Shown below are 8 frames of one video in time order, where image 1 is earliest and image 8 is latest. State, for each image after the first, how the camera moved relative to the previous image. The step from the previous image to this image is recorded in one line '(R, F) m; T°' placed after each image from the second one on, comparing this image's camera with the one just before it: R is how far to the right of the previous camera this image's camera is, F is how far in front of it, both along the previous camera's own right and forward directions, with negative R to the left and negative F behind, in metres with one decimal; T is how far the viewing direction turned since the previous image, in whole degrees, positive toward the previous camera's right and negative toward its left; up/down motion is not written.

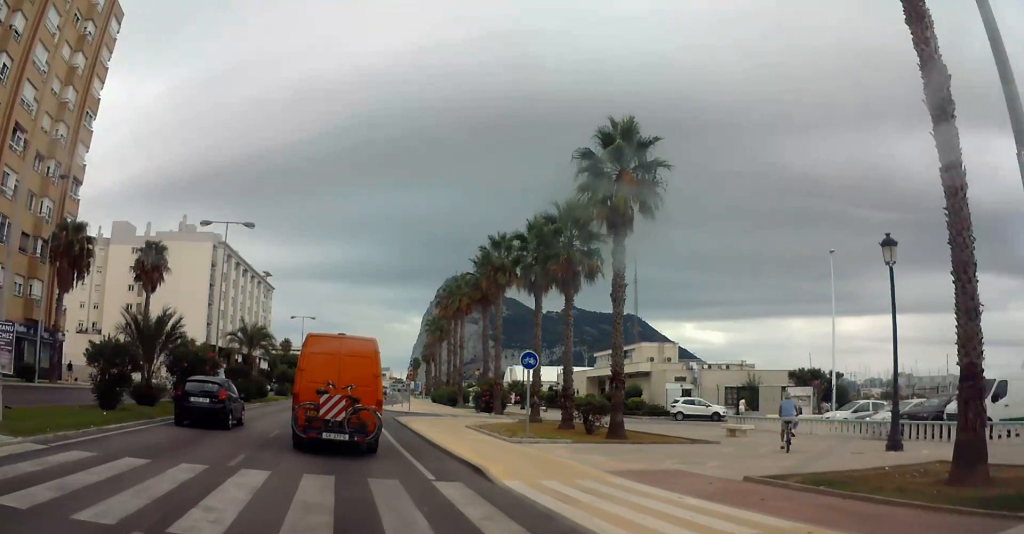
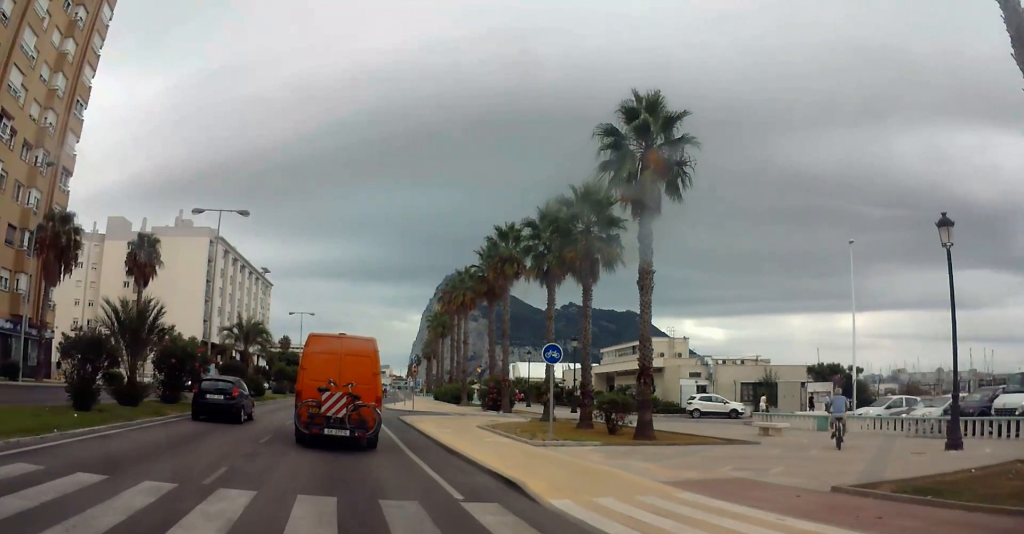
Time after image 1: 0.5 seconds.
(0.0, +2.3) m; +2°
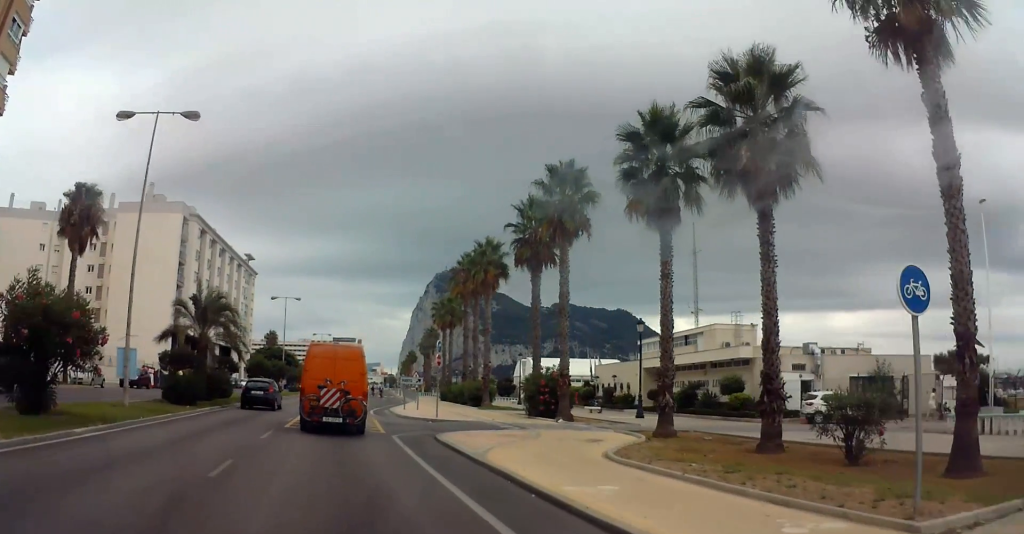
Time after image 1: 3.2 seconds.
(+0.9, +13.4) m; +6°
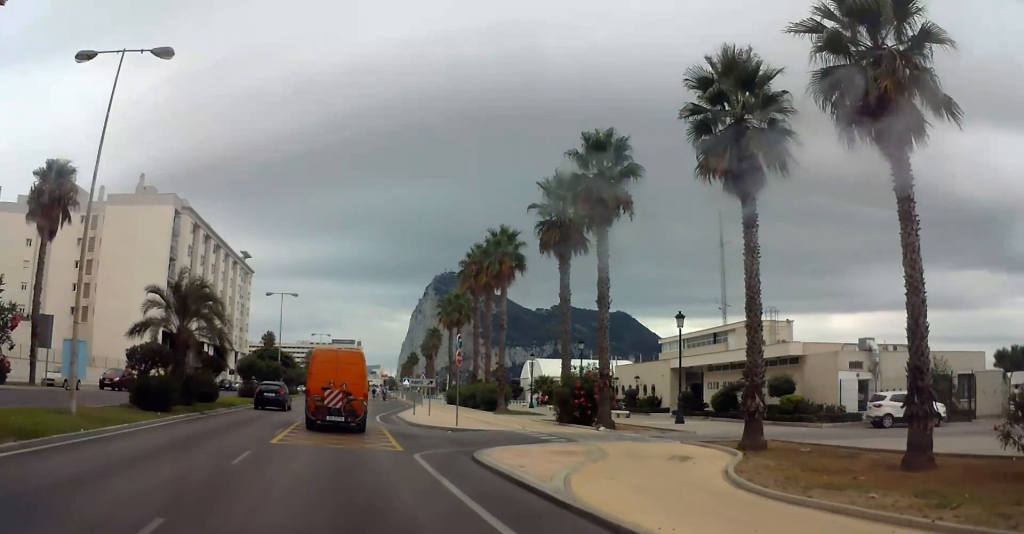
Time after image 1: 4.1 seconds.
(+0.1, +4.9) m; +2°
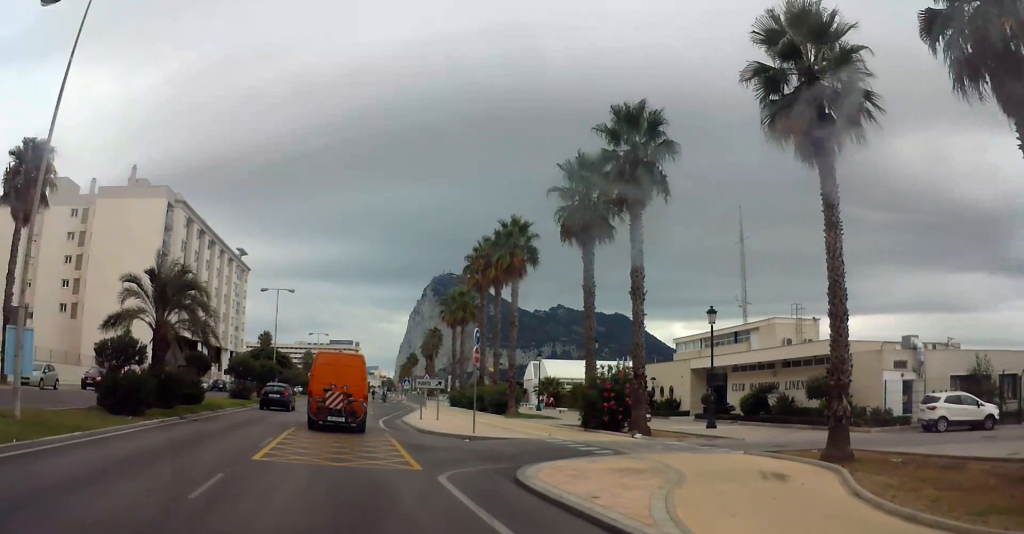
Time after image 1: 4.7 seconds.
(+0.2, +3.5) m; 0°
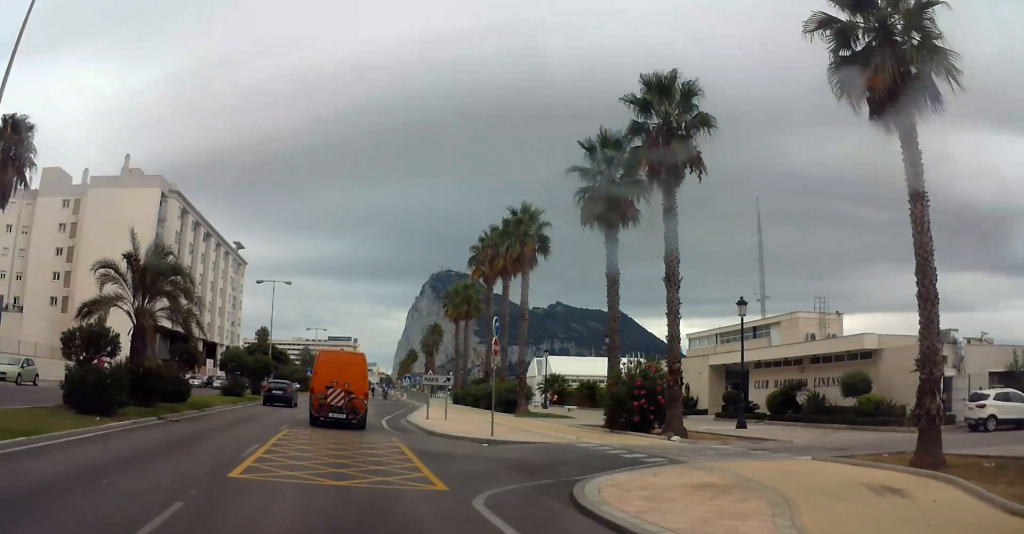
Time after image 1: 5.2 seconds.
(-0.1, +3.2) m; -1°
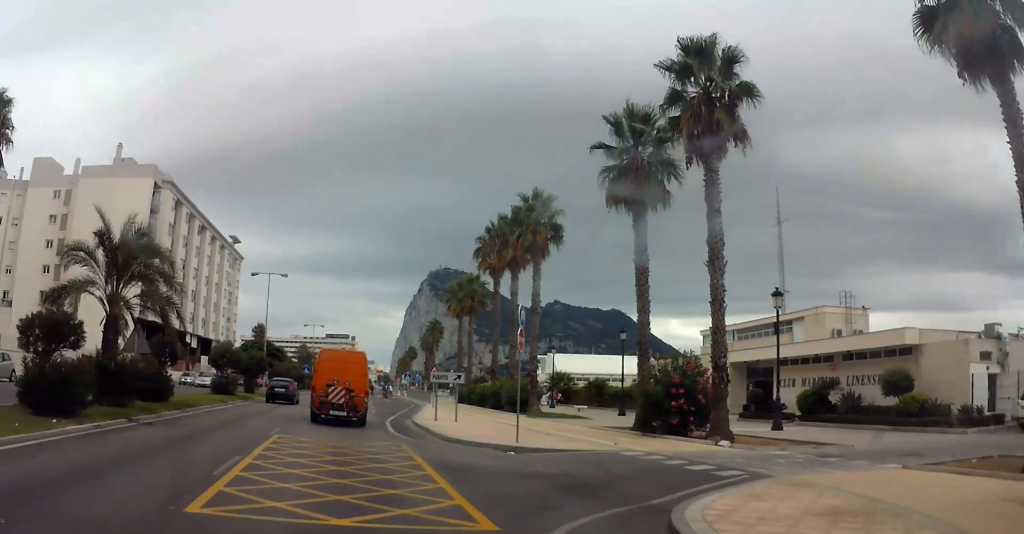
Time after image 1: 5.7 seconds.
(-0.1, +2.8) m; -1°
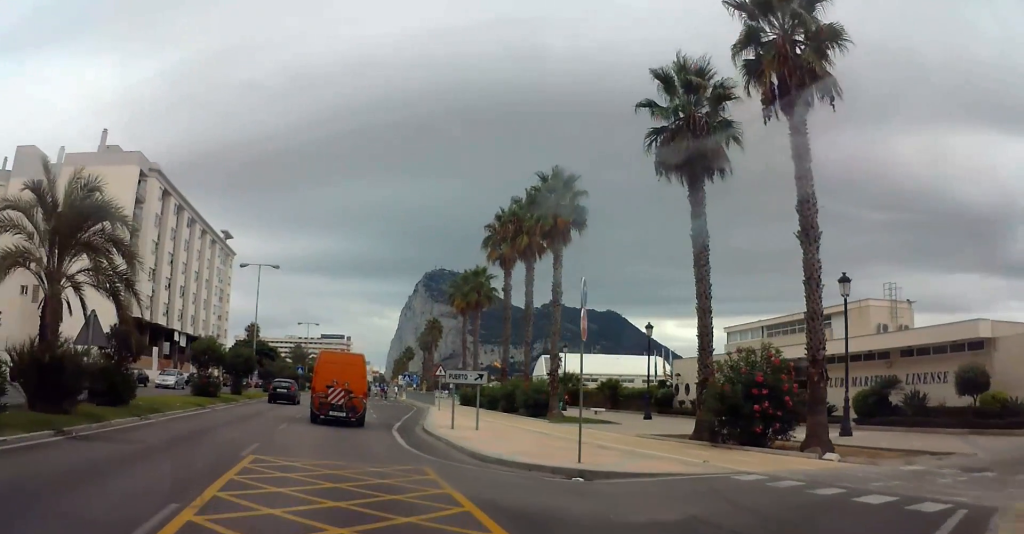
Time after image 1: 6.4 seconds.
(0.0, +4.8) m; 0°
